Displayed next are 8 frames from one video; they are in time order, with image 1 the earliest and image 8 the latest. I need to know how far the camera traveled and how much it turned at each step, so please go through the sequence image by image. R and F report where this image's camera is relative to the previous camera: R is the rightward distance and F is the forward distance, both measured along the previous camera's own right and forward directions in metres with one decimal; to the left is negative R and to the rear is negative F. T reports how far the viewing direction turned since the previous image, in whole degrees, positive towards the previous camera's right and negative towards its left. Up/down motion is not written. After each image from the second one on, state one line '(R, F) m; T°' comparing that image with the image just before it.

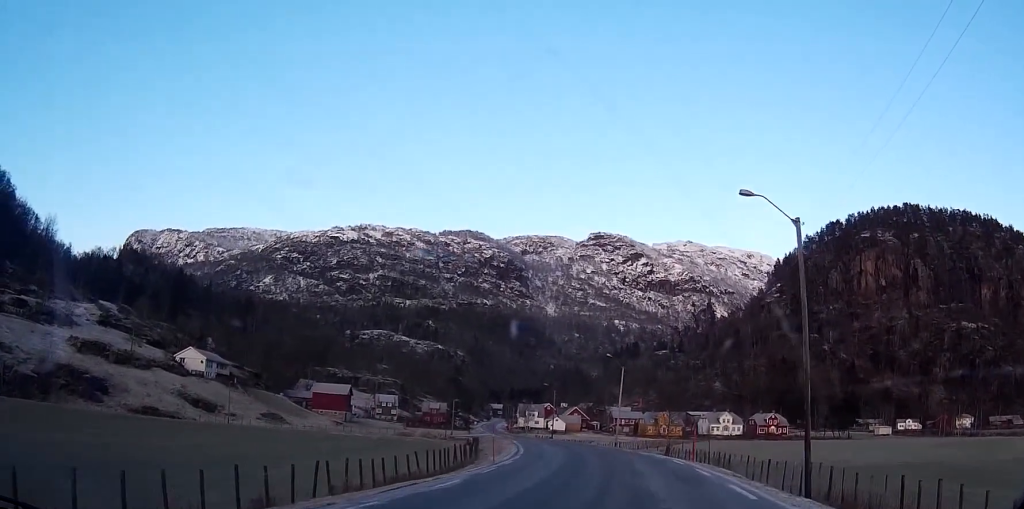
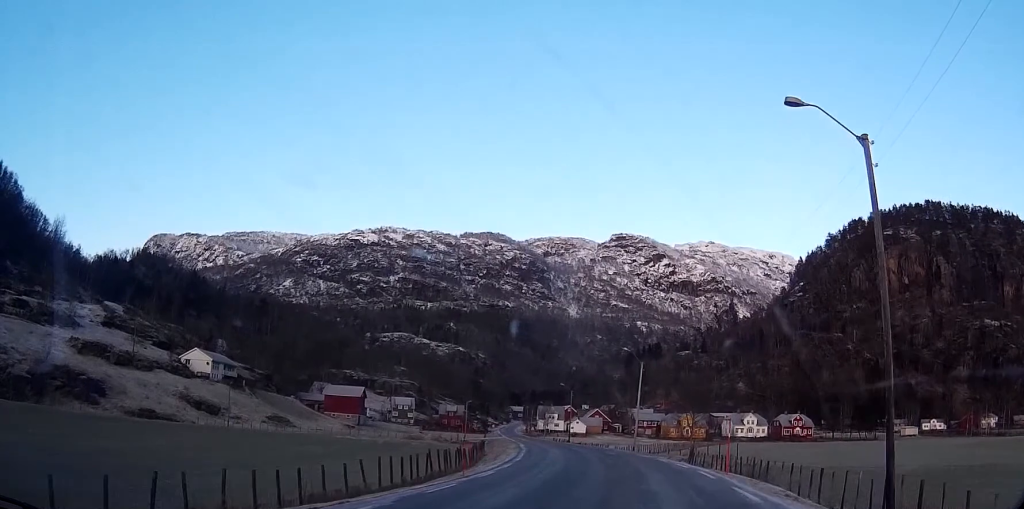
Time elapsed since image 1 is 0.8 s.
(-0.2, +7.3) m; -1°
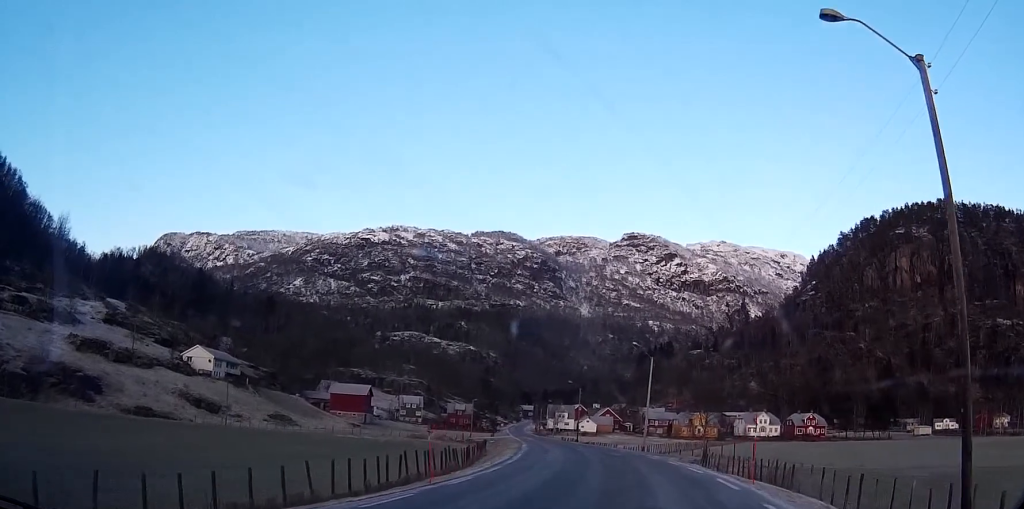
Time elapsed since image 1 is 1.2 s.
(0.0, +4.2) m; 0°
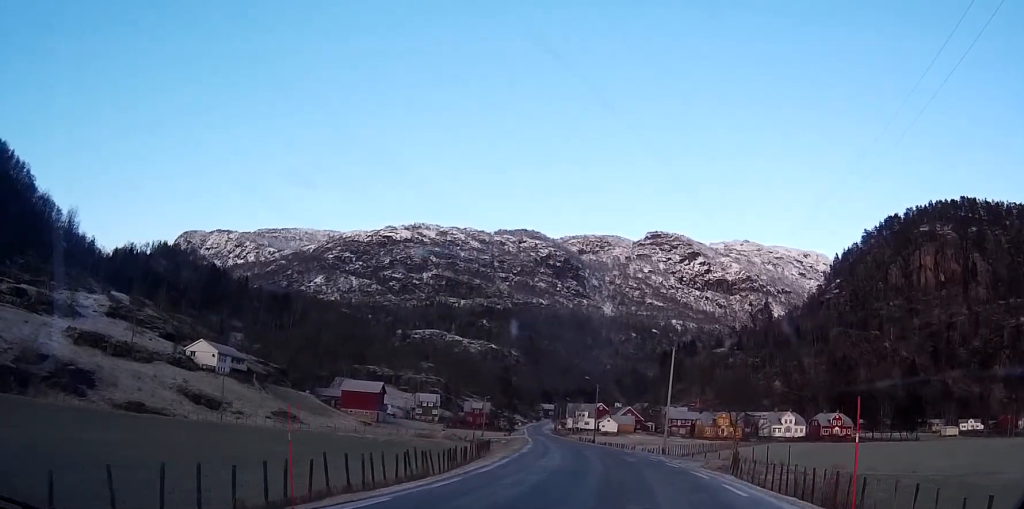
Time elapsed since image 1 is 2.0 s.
(0.0, +8.0) m; 0°
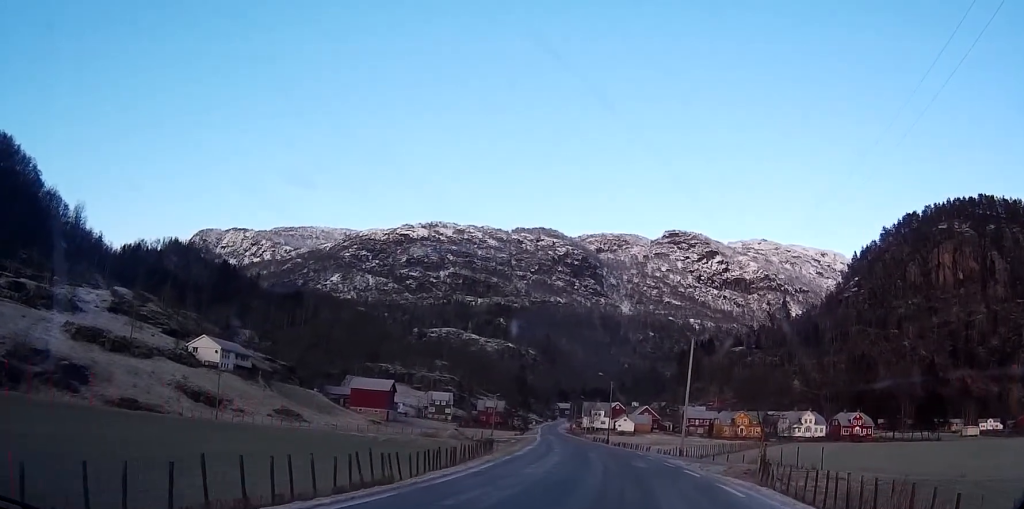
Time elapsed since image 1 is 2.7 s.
(+0.1, +6.1) m; -1°
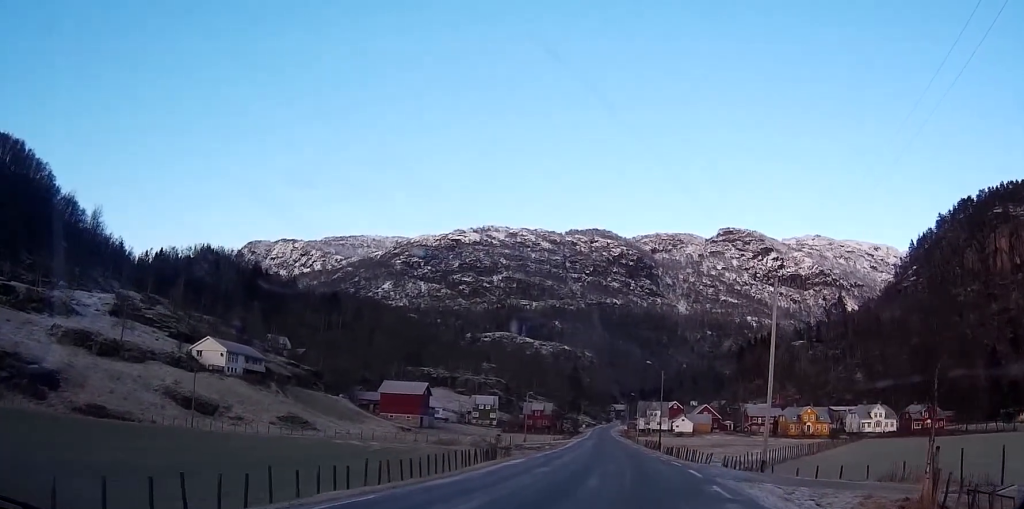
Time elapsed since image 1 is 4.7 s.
(-0.7, +20.0) m; -4°
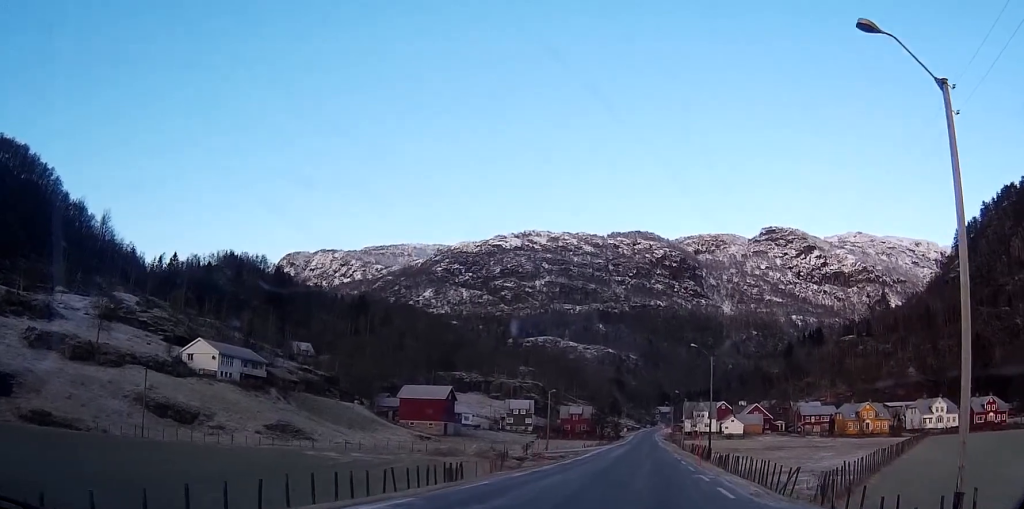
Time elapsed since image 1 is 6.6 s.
(-0.9, +18.7) m; -4°
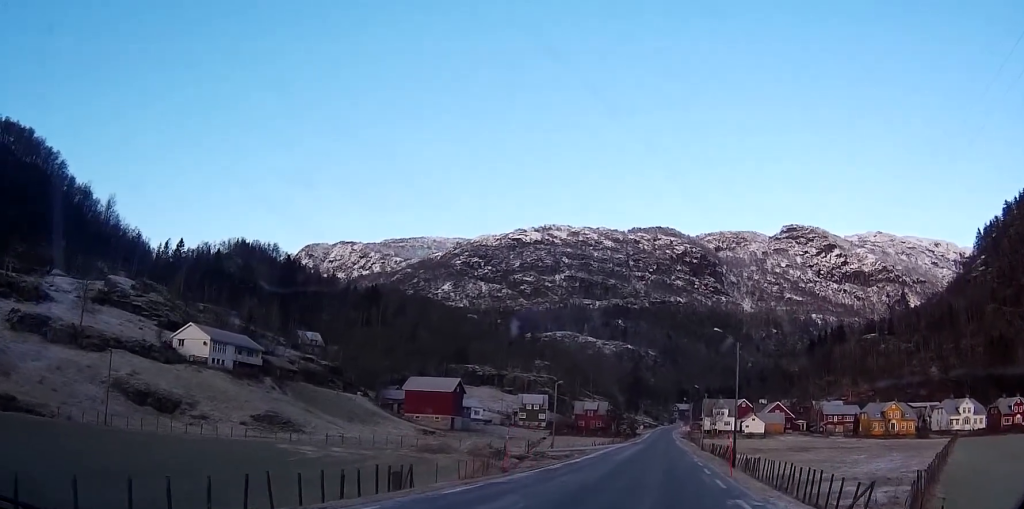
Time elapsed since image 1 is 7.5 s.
(-0.1, +9.1) m; -2°
